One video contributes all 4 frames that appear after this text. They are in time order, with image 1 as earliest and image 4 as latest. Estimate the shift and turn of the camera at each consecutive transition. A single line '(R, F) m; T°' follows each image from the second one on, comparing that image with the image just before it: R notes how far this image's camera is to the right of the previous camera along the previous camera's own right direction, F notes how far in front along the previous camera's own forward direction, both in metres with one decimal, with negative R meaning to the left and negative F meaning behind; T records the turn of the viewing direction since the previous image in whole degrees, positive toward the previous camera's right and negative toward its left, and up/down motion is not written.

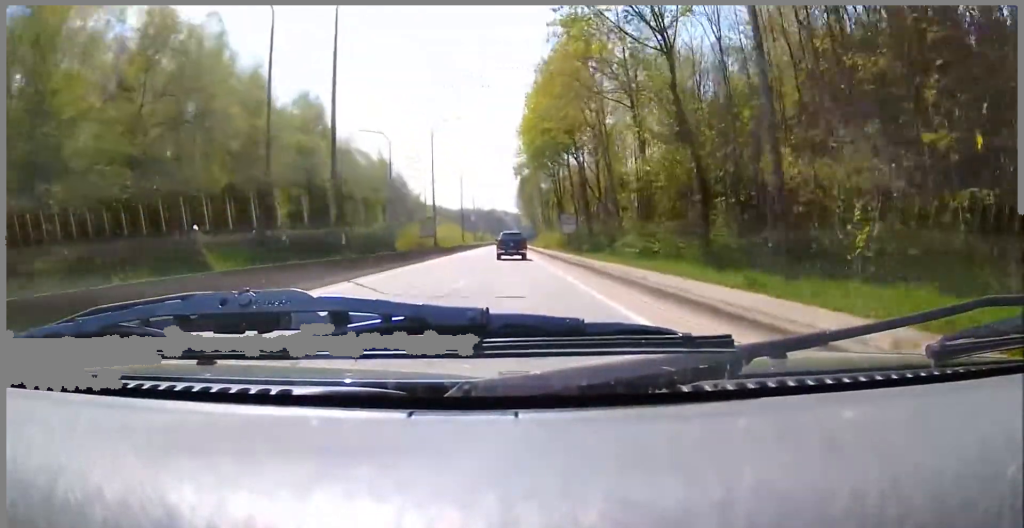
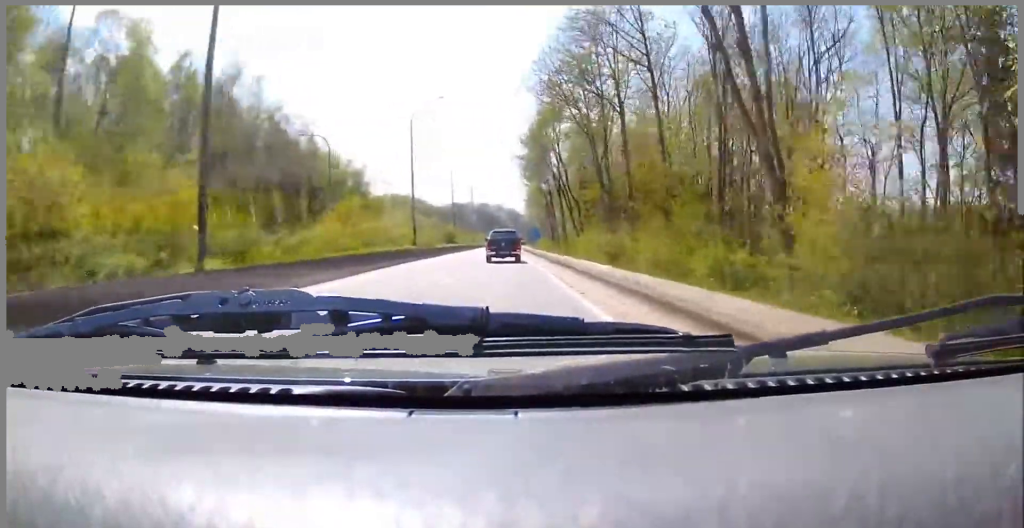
(+0.2, +74.3) m; 0°
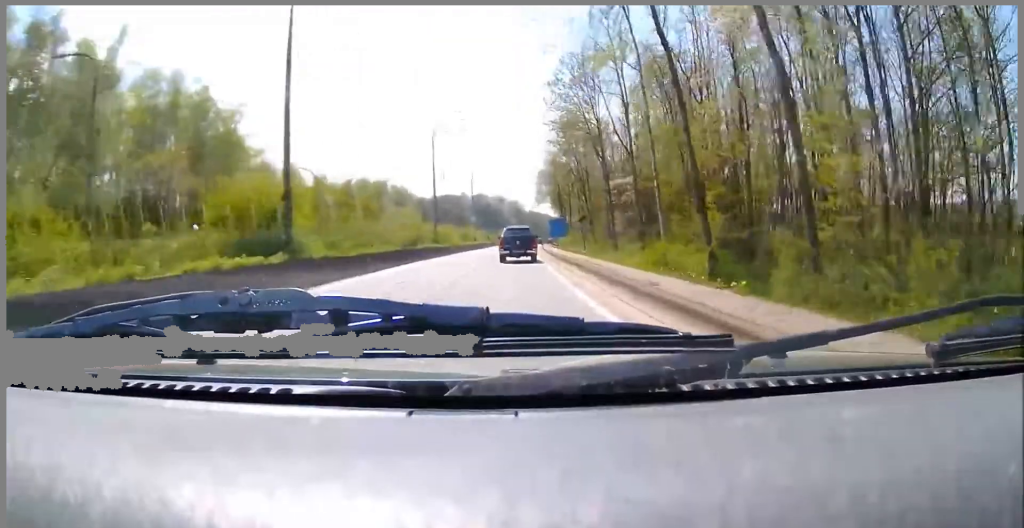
(-0.7, +60.7) m; -1°
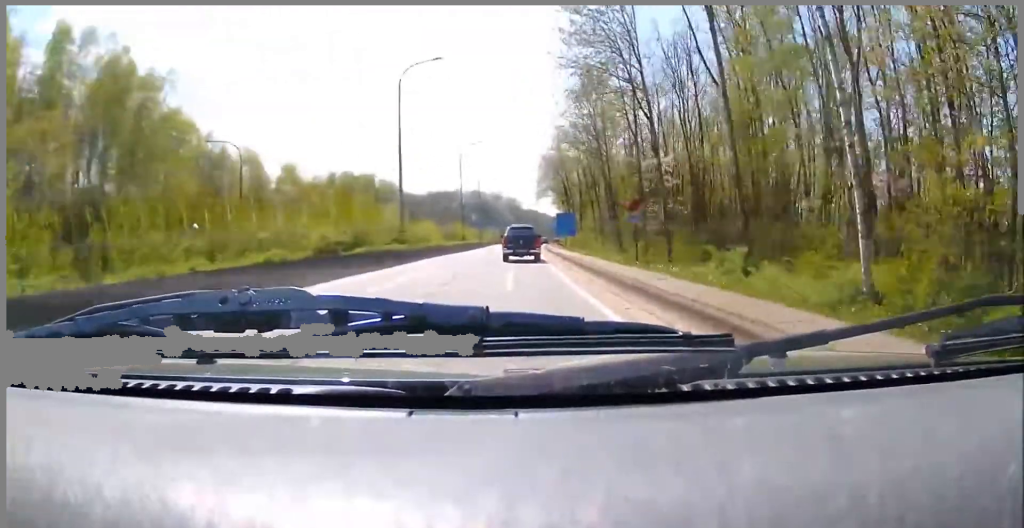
(+0.3, +15.2) m; +1°
